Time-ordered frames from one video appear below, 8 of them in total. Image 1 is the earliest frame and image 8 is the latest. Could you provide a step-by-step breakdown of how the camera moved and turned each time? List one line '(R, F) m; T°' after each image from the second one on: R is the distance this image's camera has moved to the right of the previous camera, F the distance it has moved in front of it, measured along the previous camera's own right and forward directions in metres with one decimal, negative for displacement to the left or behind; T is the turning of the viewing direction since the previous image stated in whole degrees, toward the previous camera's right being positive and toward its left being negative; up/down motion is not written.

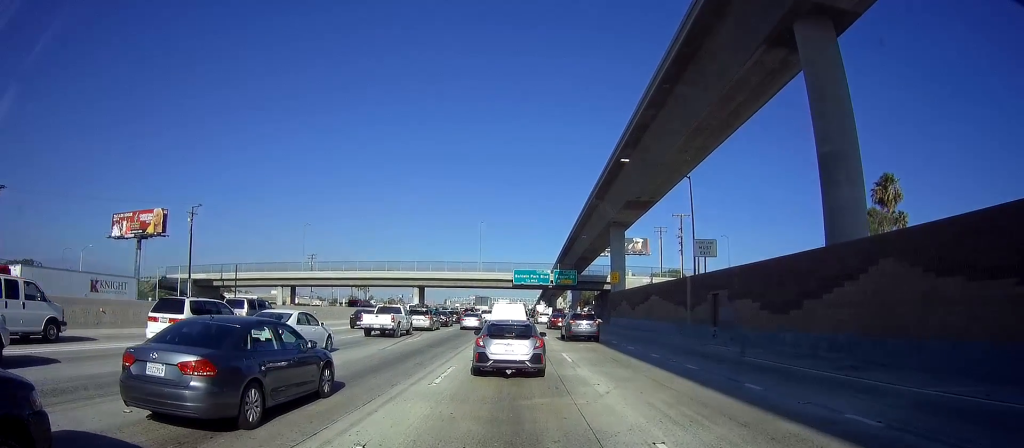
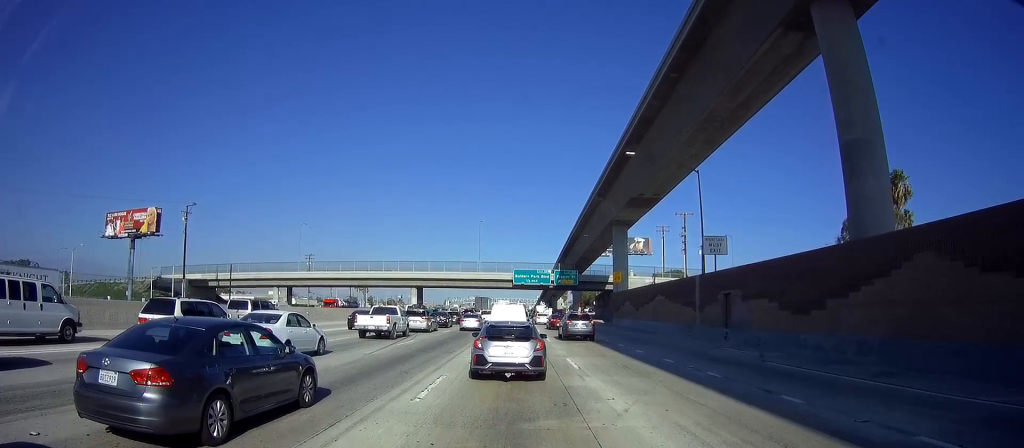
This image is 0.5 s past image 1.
(+0.1, +1.8) m; 0°
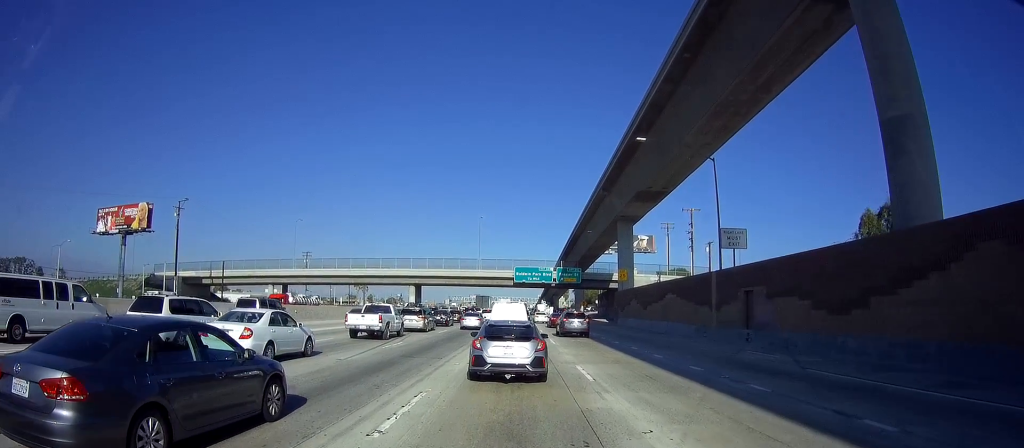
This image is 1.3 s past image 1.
(-0.2, +2.8) m; 0°
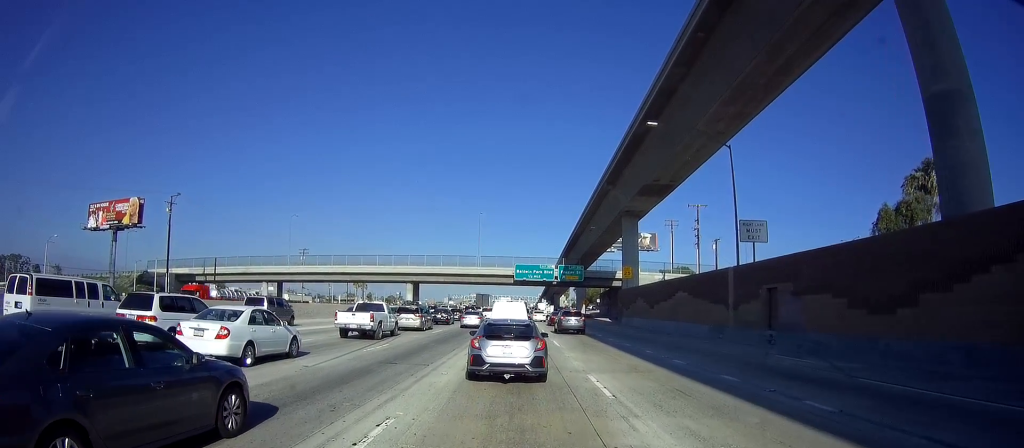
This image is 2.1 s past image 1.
(+0.1, +2.7) m; +2°
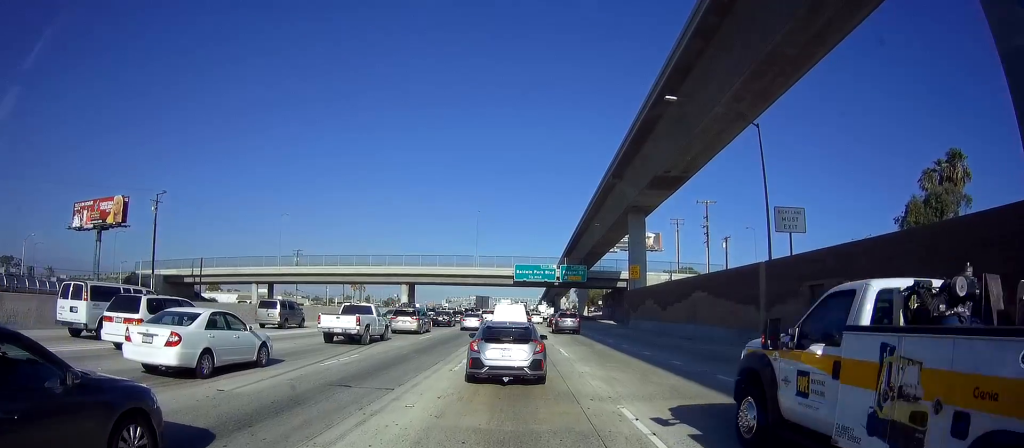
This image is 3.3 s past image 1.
(+0.1, +4.3) m; 0°
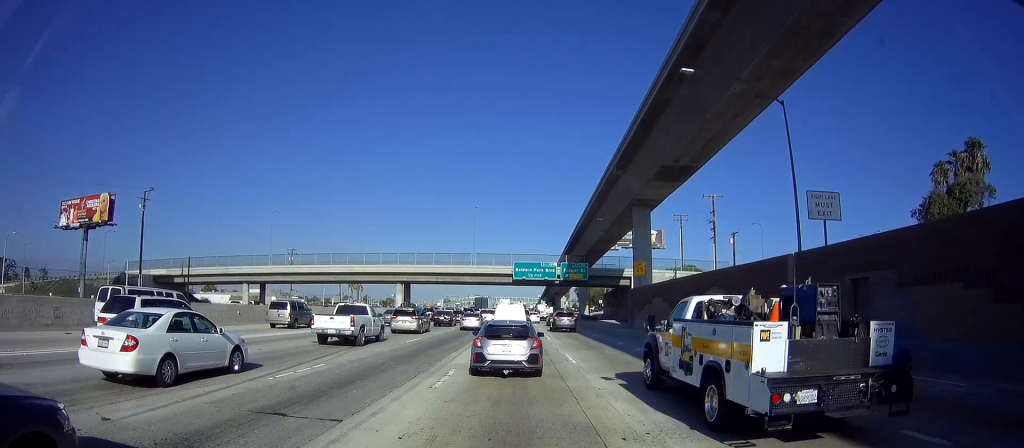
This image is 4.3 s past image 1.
(0.0, +3.3) m; -1°
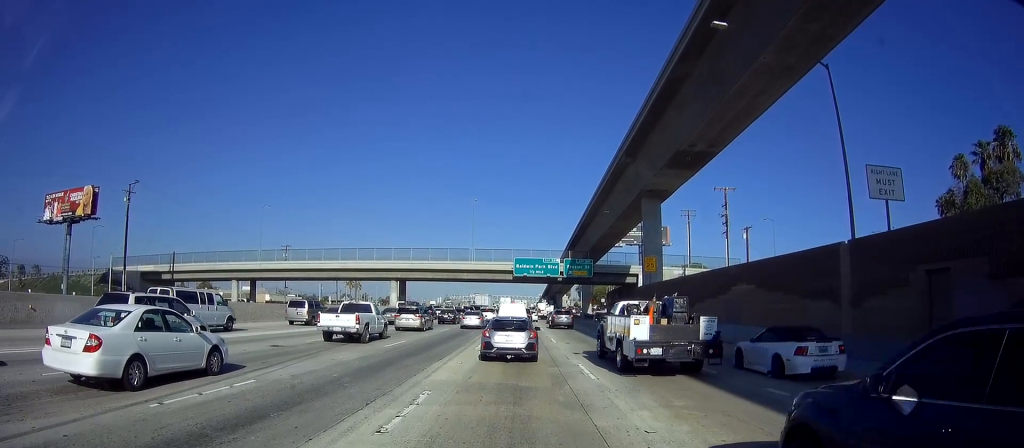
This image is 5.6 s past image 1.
(0.0, +4.6) m; -2°
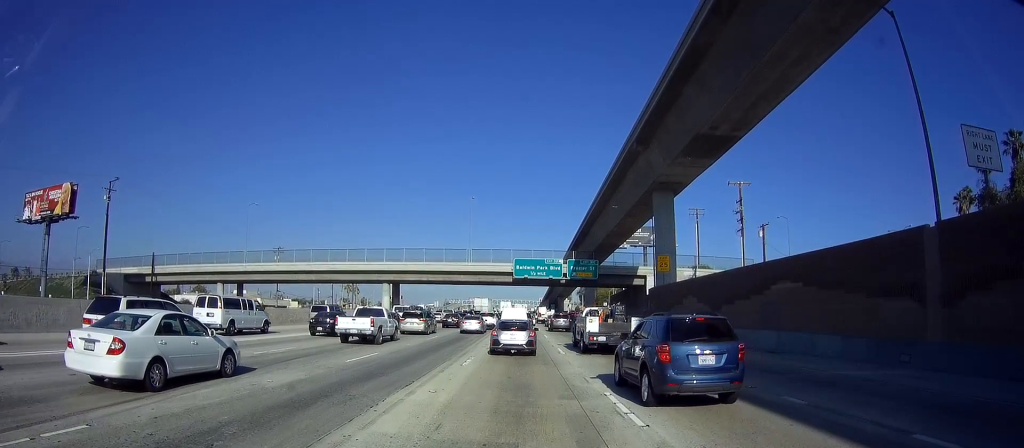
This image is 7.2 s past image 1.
(-0.1, +6.6) m; -1°
